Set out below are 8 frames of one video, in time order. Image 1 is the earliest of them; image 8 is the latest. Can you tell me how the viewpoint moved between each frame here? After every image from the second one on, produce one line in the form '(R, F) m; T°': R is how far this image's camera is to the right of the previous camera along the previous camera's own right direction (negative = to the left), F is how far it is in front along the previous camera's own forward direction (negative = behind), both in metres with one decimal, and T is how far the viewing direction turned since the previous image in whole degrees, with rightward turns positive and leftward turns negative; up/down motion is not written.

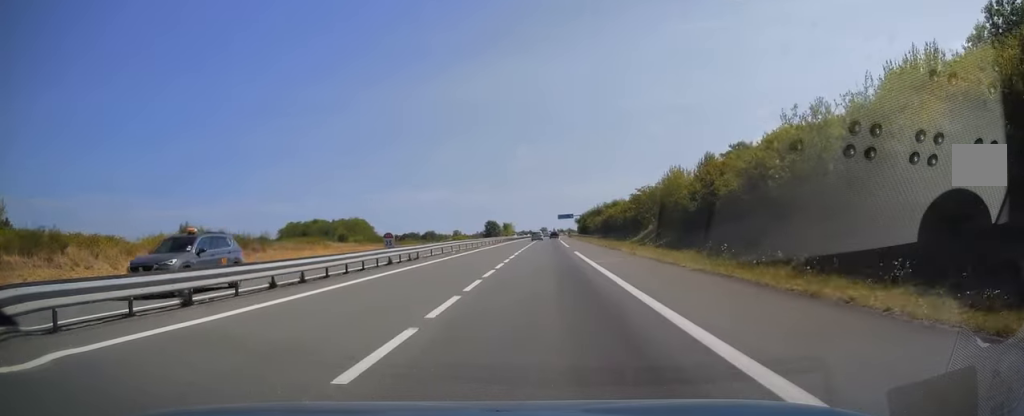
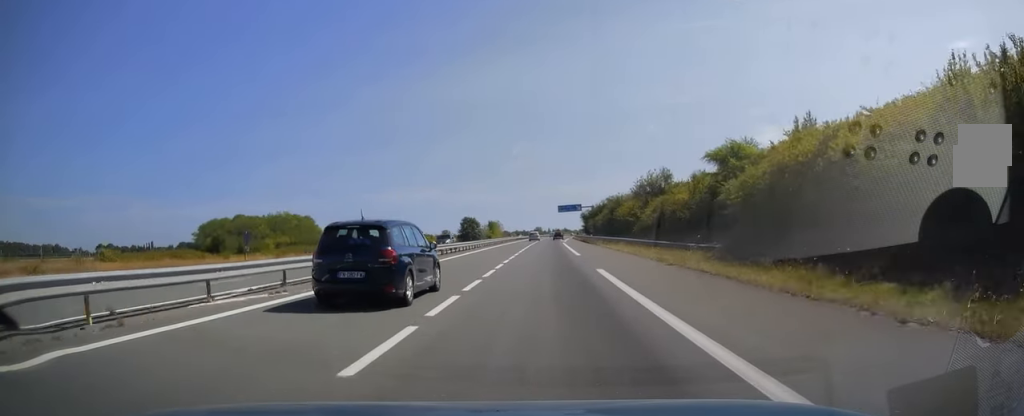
(+0.8, +69.1) m; +1°
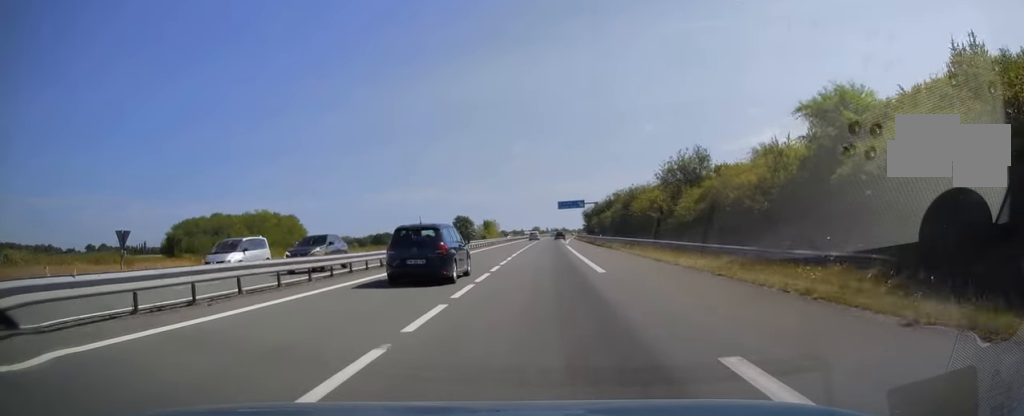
(0.0, +14.7) m; 0°
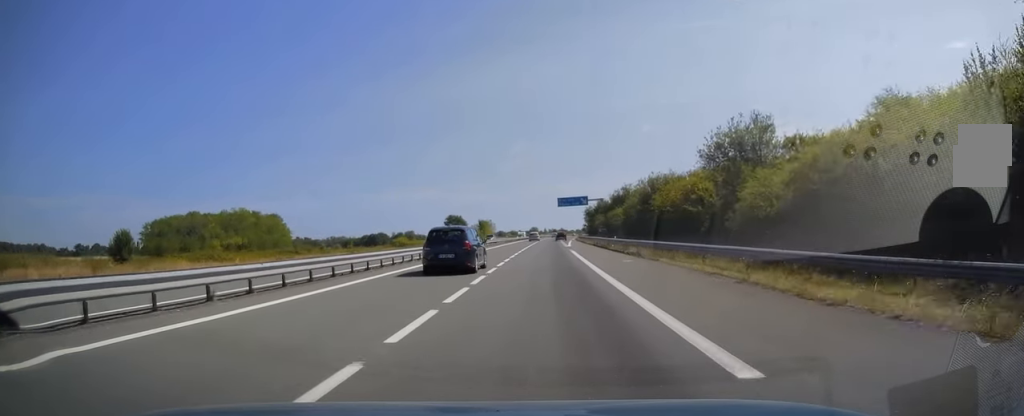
(0.0, +13.7) m; 0°
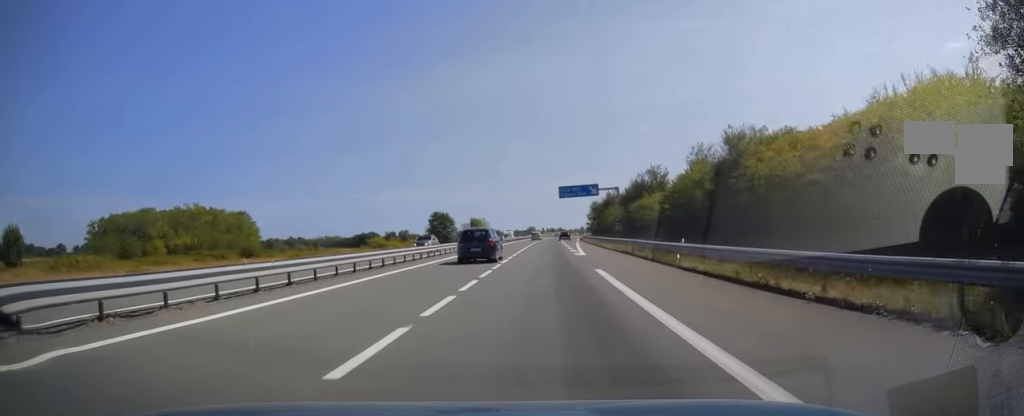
(0.0, +23.5) m; 0°
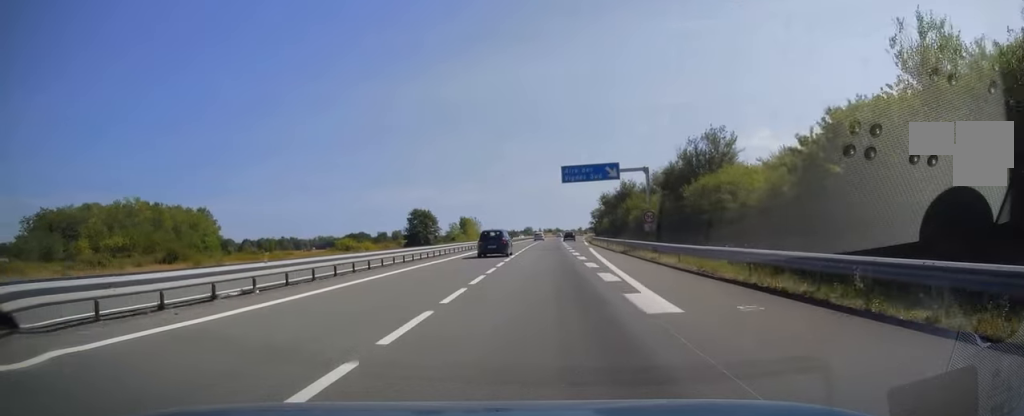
(0.0, +24.0) m; 0°
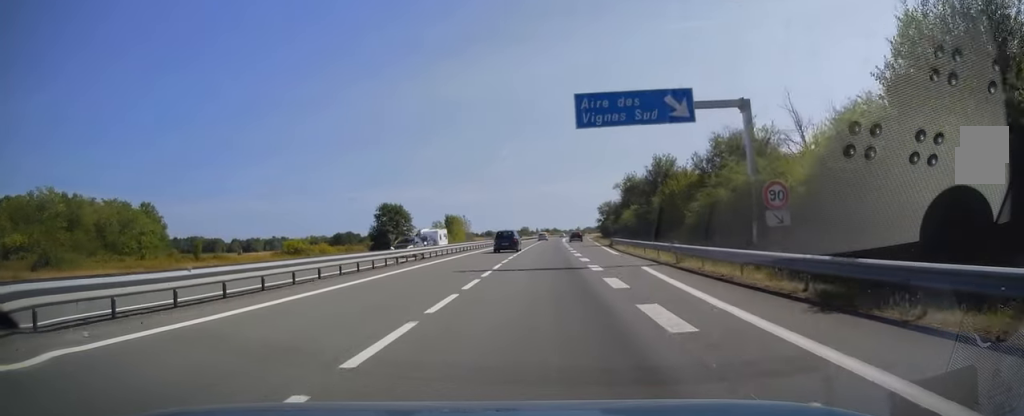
(0.0, +27.4) m; 0°
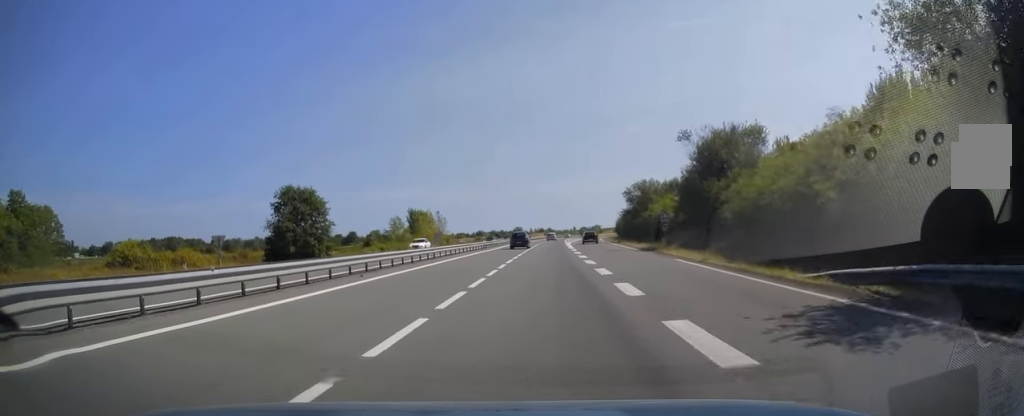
(+0.5, +47.1) m; +1°
